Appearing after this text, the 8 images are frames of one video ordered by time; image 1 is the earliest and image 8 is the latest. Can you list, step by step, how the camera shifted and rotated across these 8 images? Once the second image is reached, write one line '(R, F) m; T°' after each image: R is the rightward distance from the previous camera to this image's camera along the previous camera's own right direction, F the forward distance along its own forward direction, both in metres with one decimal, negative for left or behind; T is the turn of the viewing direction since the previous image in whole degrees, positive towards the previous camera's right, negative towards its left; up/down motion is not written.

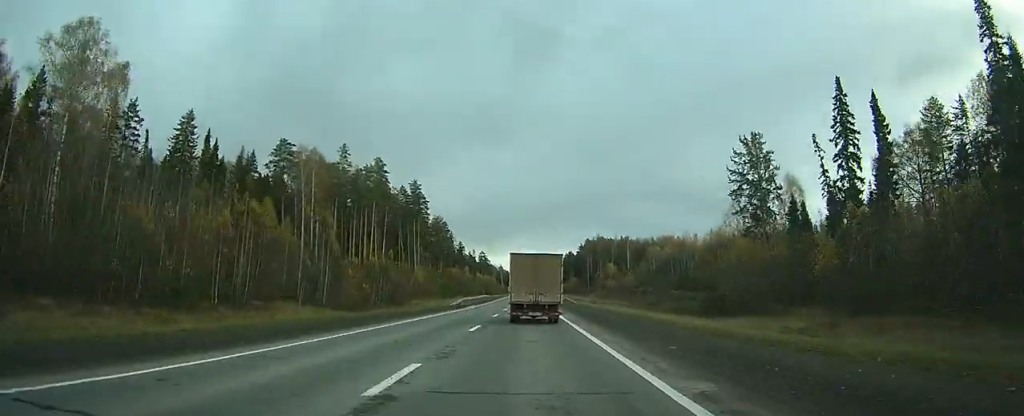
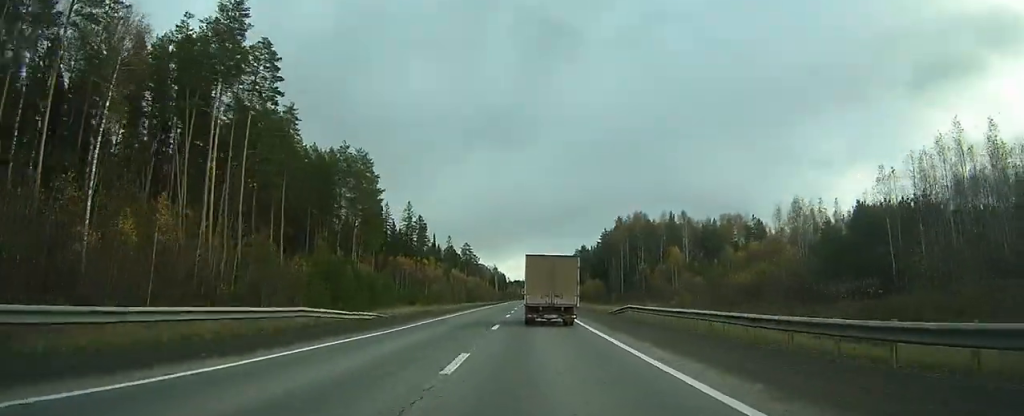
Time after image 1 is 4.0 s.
(-14.7, +89.6) m; -20°
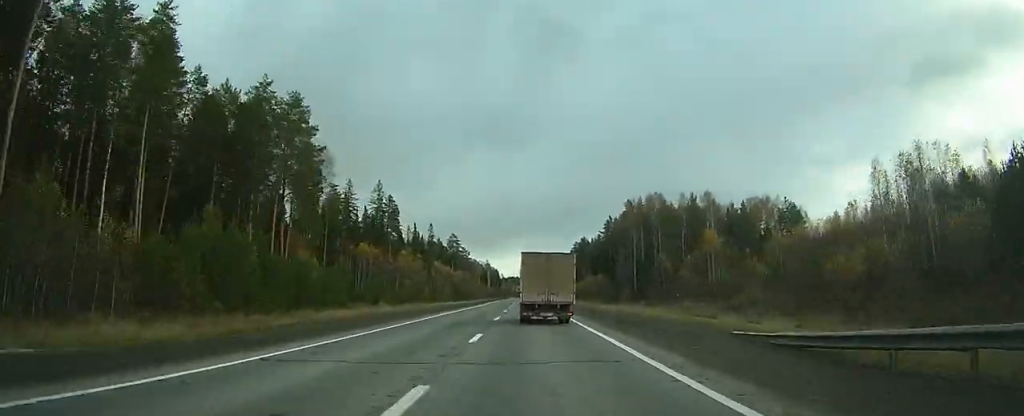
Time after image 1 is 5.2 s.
(+2.6, +27.9) m; +4°
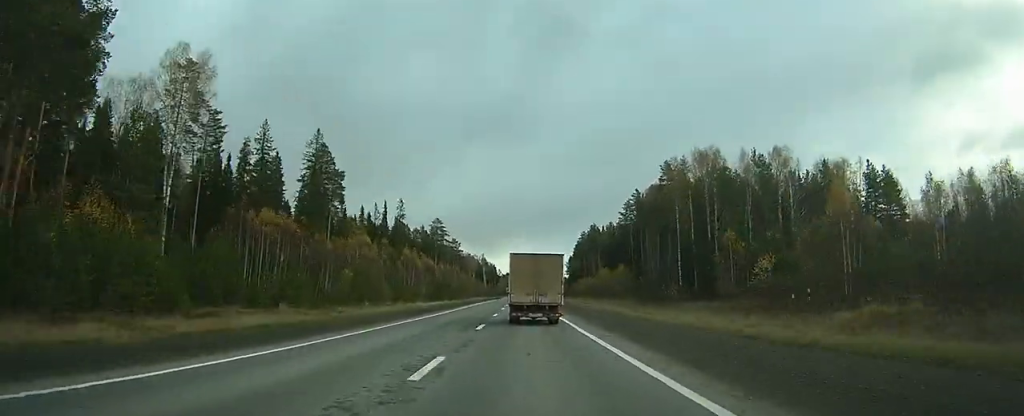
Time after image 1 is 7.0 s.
(+4.7, +42.3) m; +6°
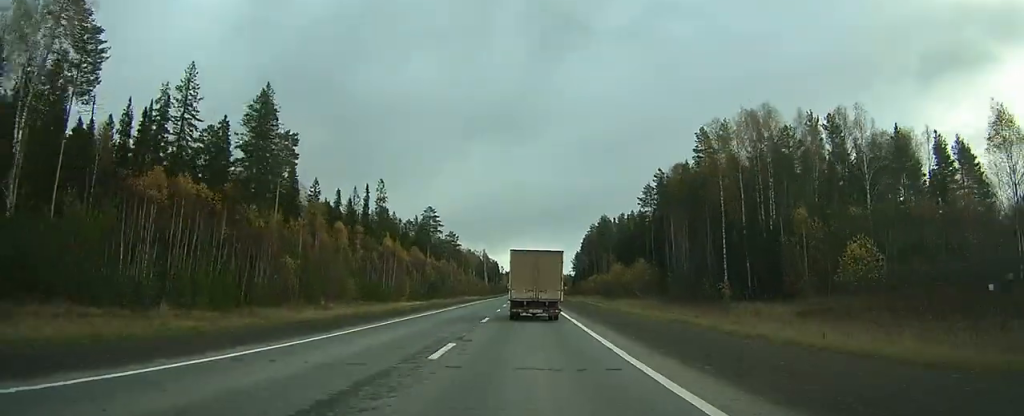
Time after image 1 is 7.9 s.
(+0.2, +21.9) m; 0°
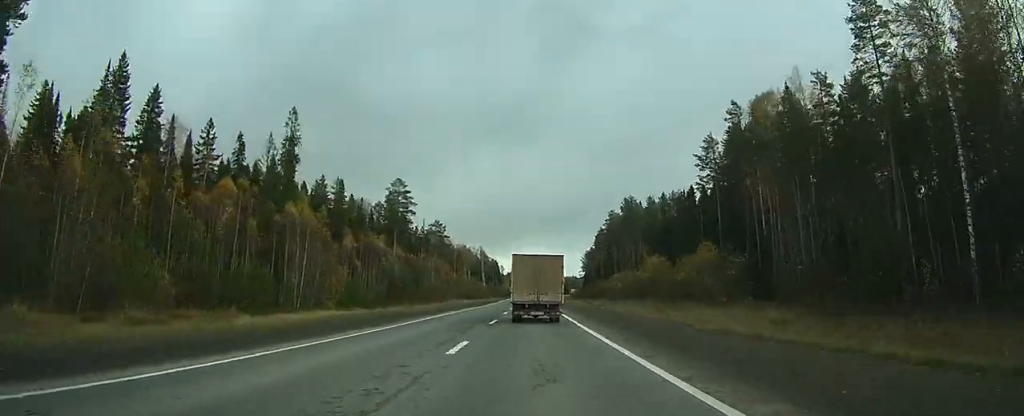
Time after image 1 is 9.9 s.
(-0.2, +47.0) m; -1°
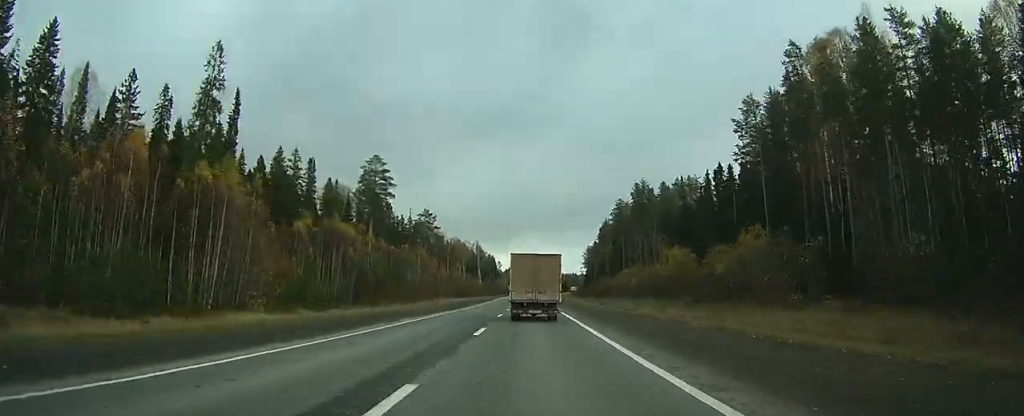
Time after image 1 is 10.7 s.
(-0.1, +18.9) m; 0°
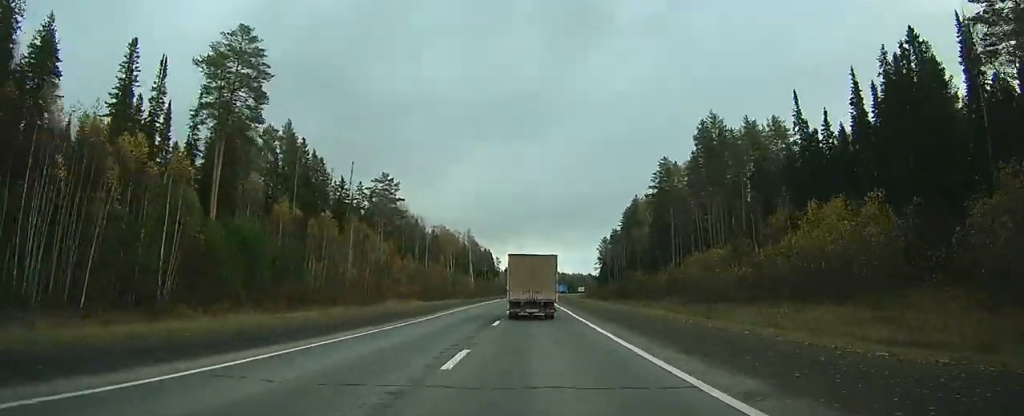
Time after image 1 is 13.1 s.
(-0.2, +55.2) m; 0°
